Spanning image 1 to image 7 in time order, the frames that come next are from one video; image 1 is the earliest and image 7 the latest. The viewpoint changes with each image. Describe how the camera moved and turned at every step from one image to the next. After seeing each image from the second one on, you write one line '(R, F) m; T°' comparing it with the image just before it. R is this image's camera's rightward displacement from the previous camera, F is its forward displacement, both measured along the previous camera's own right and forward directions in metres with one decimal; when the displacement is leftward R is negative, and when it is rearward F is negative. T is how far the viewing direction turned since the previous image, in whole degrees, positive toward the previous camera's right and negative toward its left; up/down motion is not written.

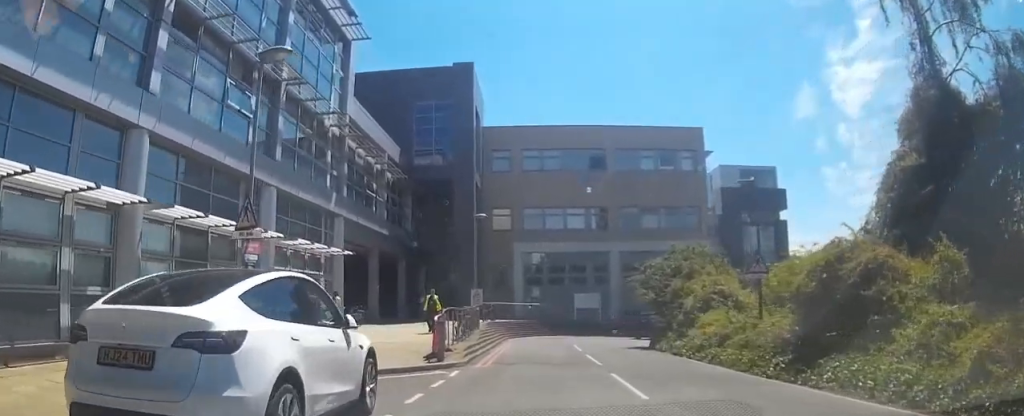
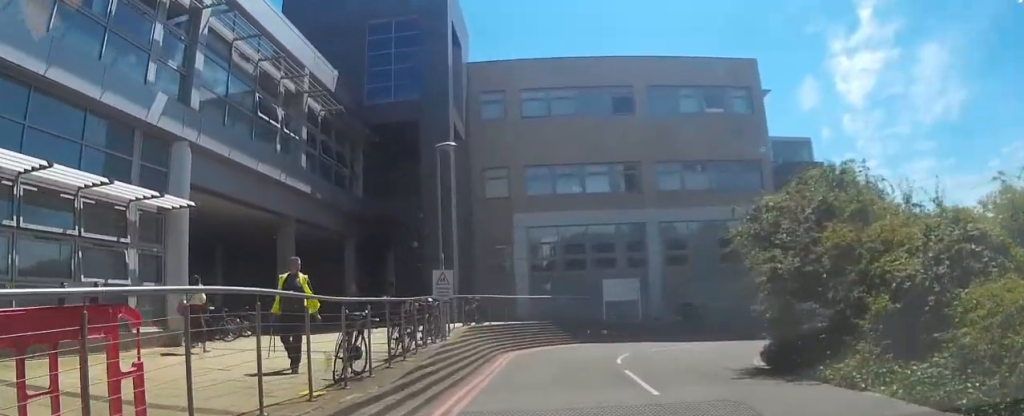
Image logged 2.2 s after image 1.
(0.0, +14.5) m; +1°
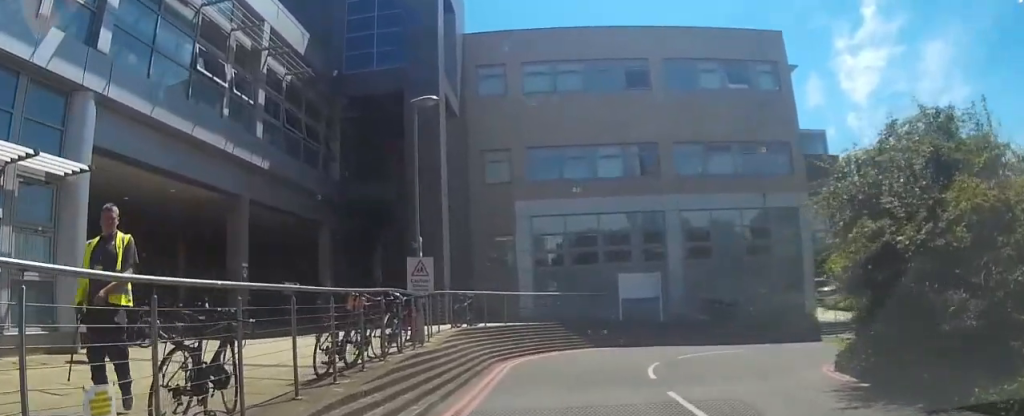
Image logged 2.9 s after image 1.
(0.0, +4.4) m; +1°
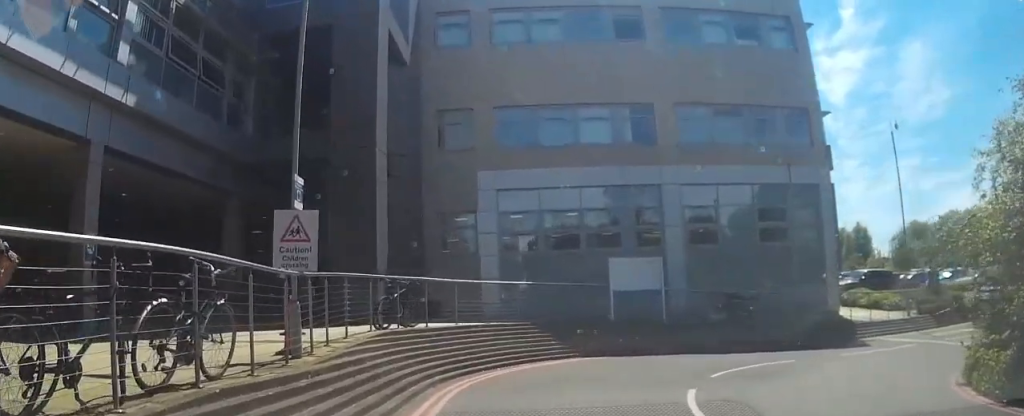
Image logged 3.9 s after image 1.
(+0.2, +6.2) m; +11°
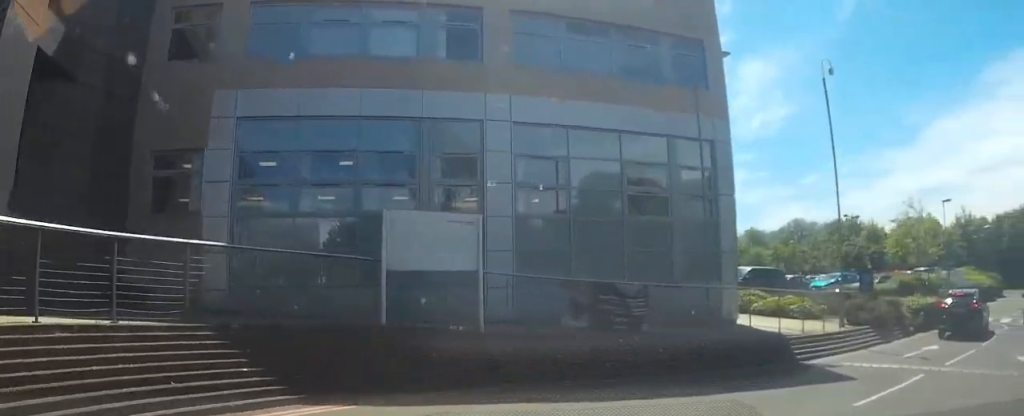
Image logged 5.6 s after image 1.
(+1.7, +9.5) m; +10°
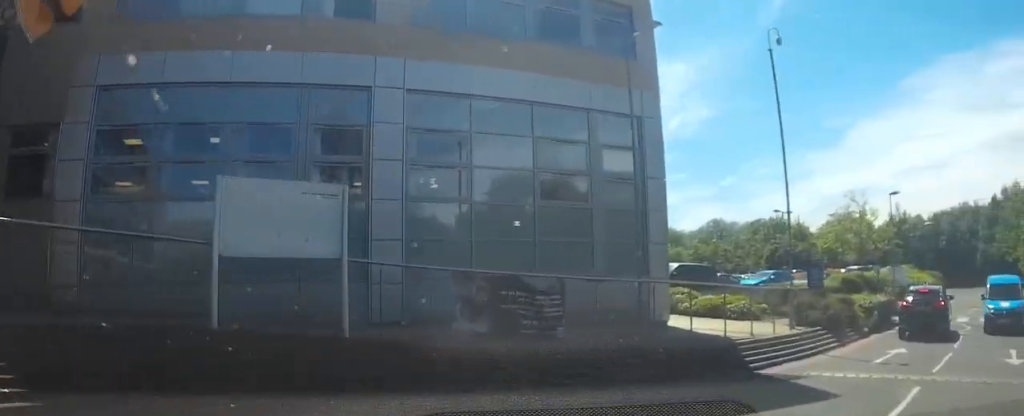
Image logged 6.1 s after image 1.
(0.0, +3.0) m; +4°
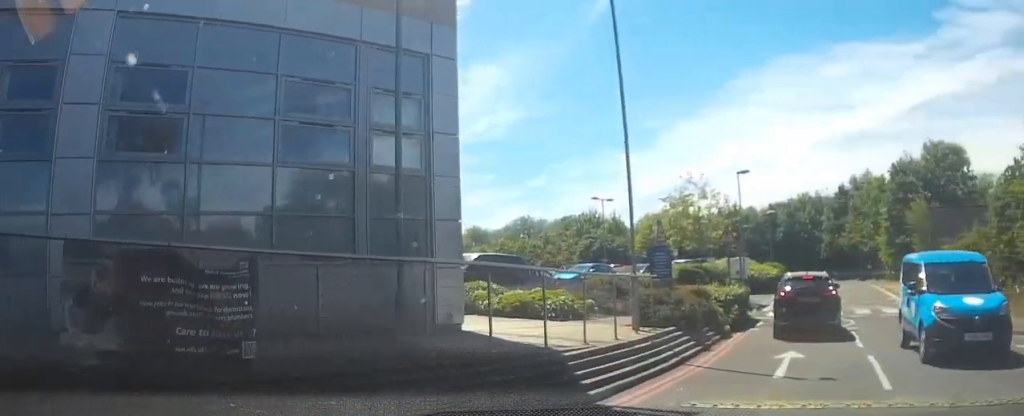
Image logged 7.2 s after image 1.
(+0.5, +5.0) m; +20°
